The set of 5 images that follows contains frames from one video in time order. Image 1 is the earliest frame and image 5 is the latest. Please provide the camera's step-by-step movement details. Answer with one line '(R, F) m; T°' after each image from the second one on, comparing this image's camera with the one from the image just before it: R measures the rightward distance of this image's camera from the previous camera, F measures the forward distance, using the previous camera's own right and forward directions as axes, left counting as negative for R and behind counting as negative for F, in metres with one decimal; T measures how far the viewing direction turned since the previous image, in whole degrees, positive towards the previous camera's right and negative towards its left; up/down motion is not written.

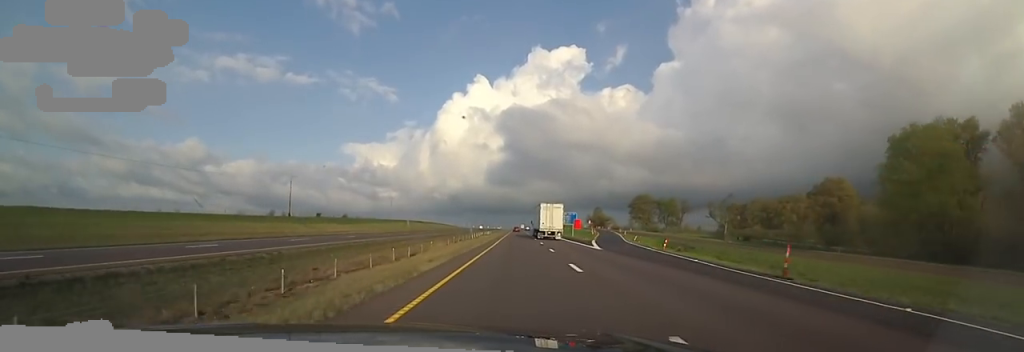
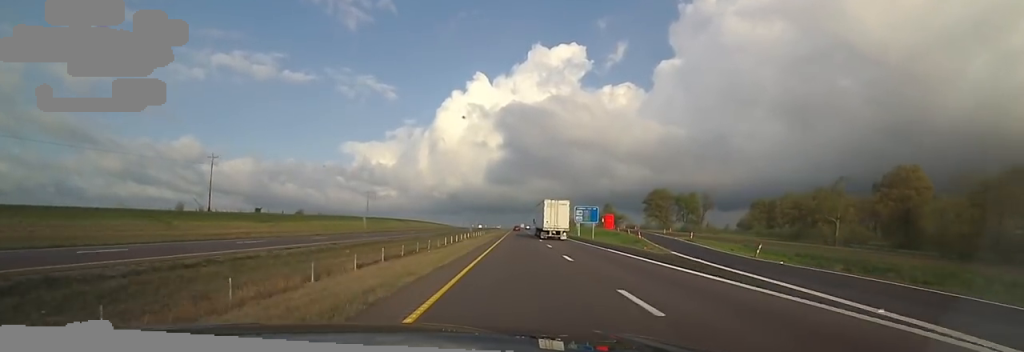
(-0.5, +32.0) m; -1°
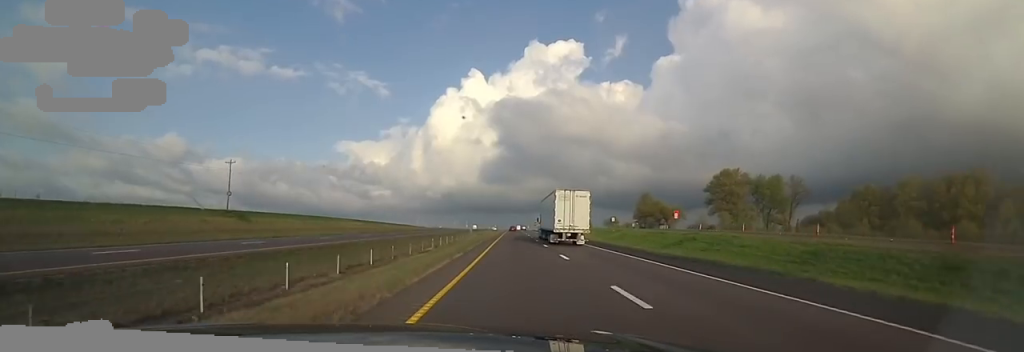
(0.0, +84.5) m; +2°
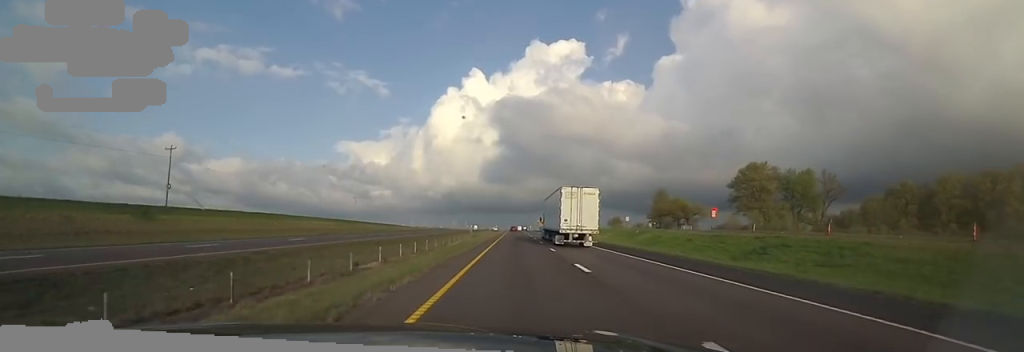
(+0.6, +17.9) m; 0°
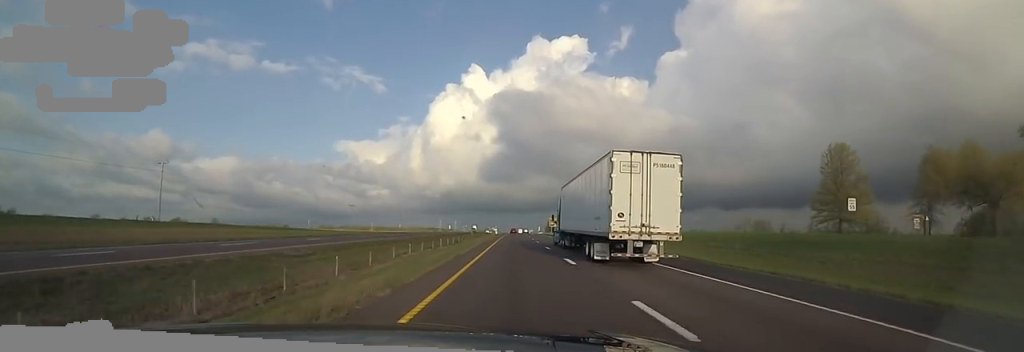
(-2.2, +93.7) m; -2°
